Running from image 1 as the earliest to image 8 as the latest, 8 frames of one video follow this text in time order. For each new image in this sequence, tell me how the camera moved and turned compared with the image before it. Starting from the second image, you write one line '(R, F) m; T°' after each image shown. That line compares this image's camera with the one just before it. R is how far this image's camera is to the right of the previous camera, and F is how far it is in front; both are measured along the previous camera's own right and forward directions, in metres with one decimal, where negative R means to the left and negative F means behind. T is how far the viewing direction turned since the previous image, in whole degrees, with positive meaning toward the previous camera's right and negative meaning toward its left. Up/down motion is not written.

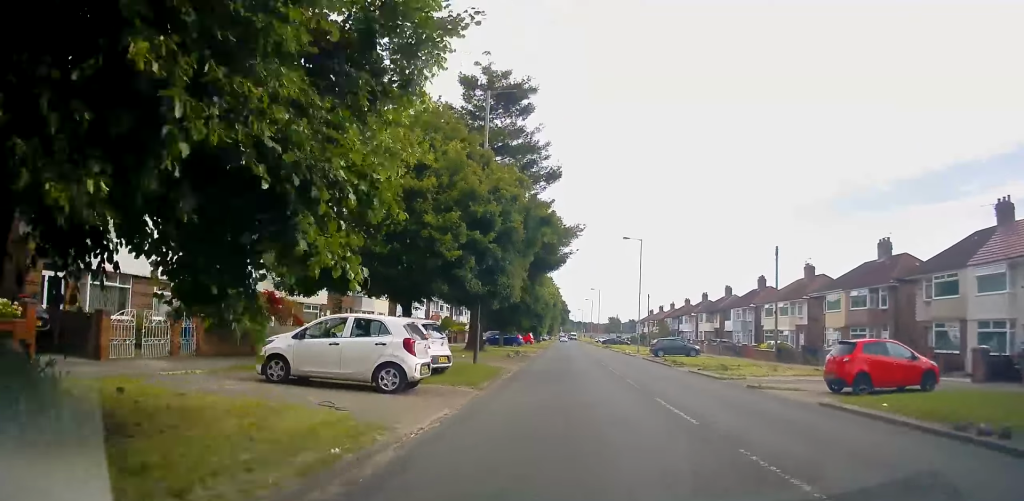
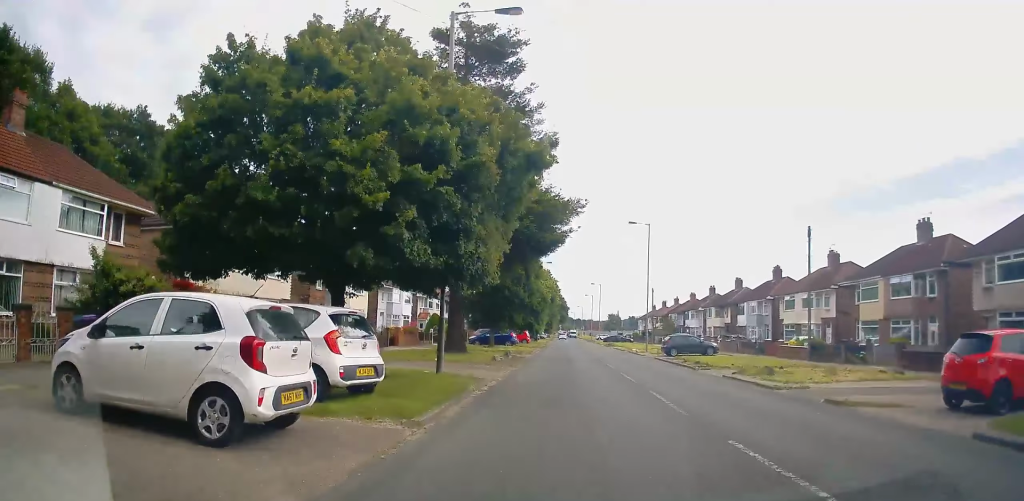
(0.0, +5.9) m; -1°
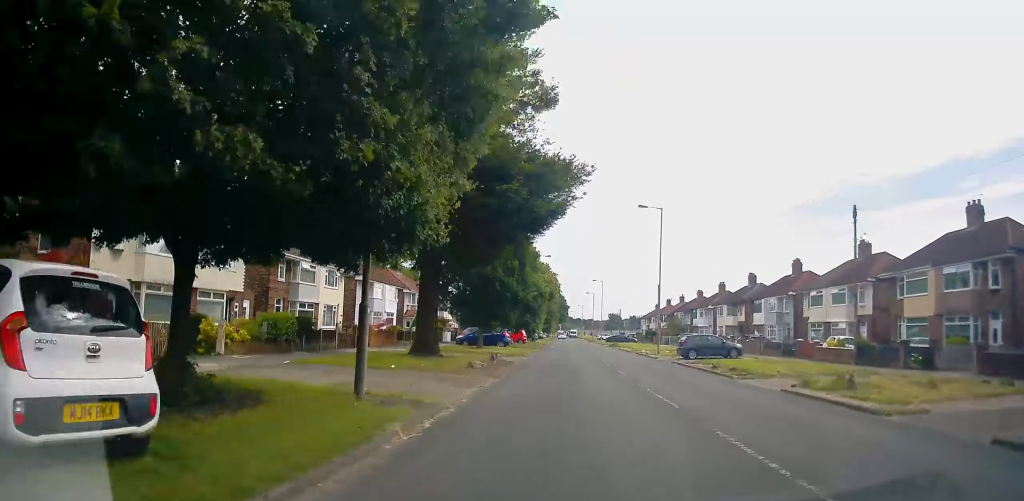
(-0.1, +5.9) m; 0°
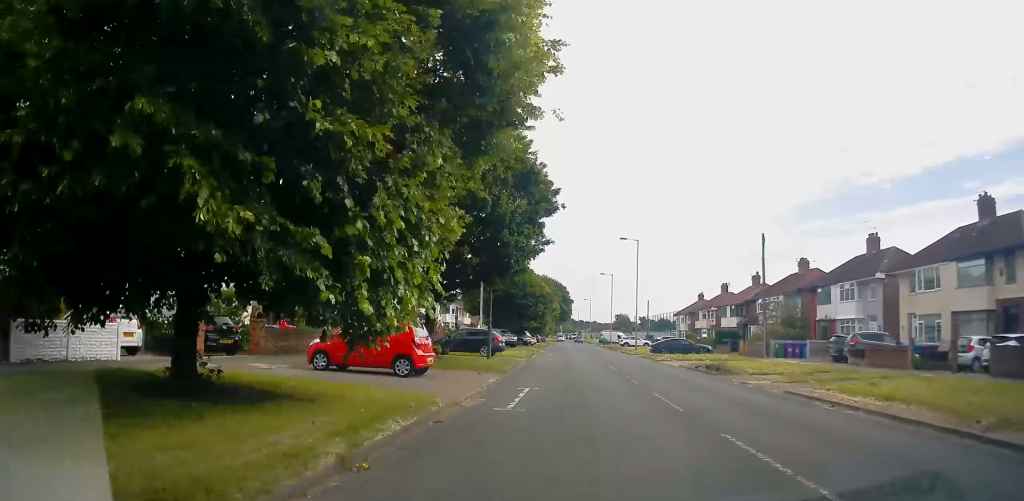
(+1.0, +44.7) m; 0°
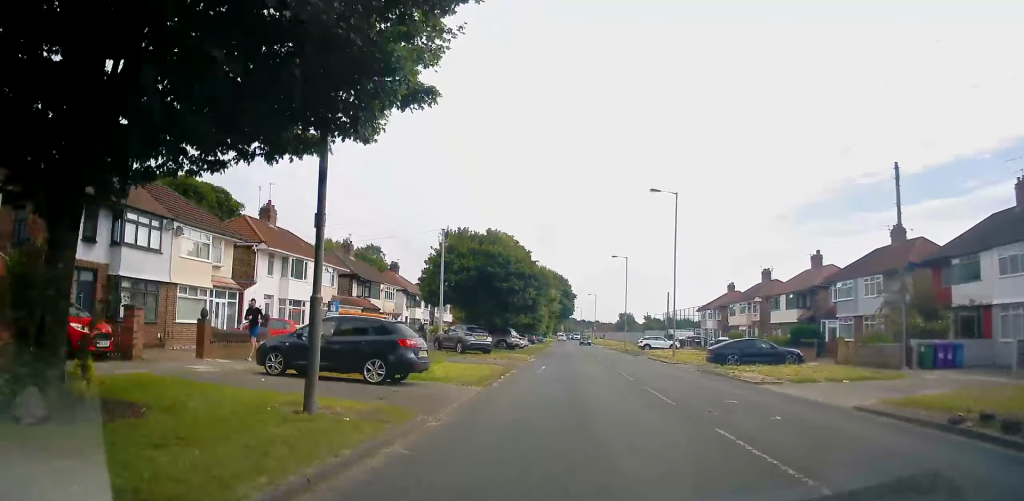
(-0.3, +18.3) m; 0°
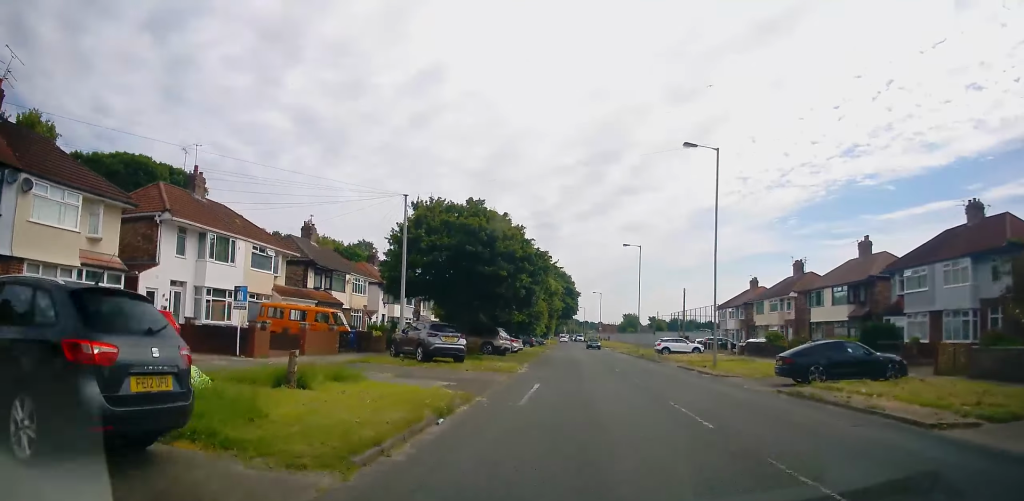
(+0.1, +9.3) m; +2°
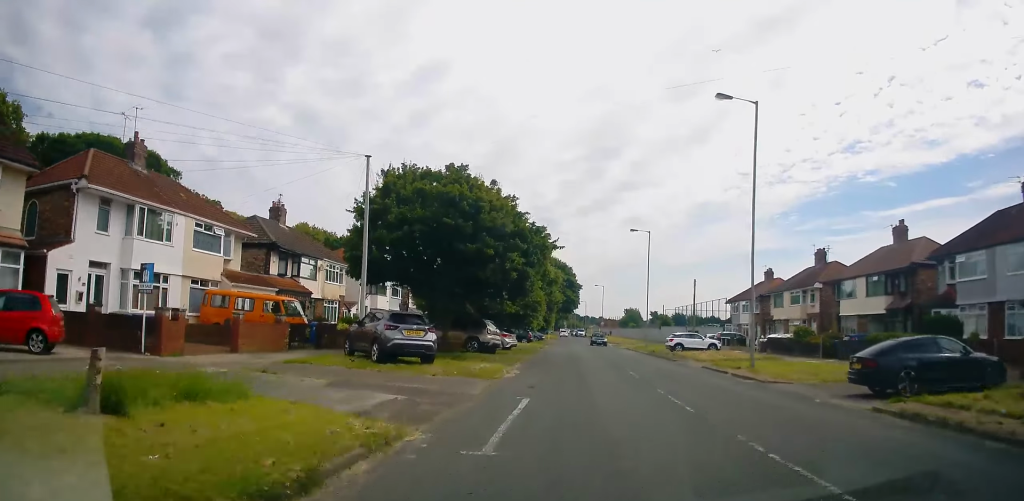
(+0.1, +5.3) m; 0°
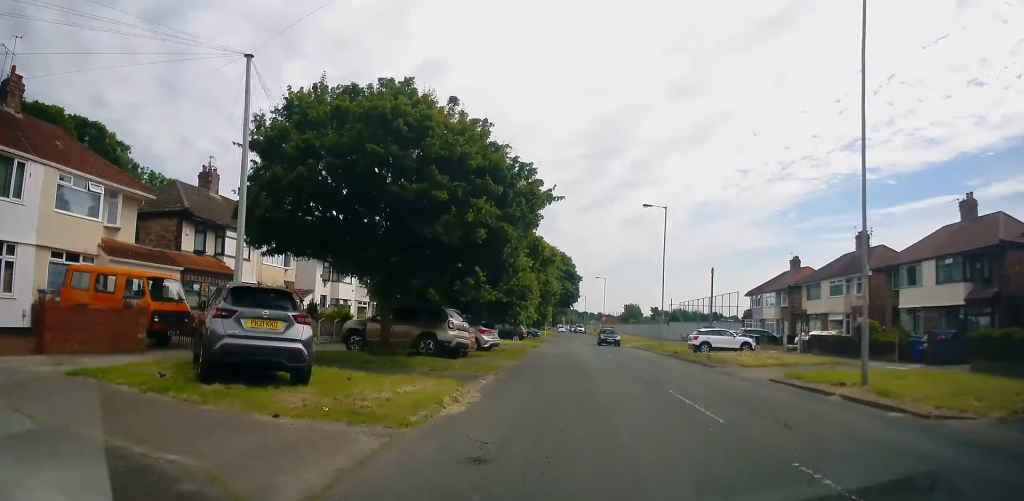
(+0.1, +8.6) m; 0°
